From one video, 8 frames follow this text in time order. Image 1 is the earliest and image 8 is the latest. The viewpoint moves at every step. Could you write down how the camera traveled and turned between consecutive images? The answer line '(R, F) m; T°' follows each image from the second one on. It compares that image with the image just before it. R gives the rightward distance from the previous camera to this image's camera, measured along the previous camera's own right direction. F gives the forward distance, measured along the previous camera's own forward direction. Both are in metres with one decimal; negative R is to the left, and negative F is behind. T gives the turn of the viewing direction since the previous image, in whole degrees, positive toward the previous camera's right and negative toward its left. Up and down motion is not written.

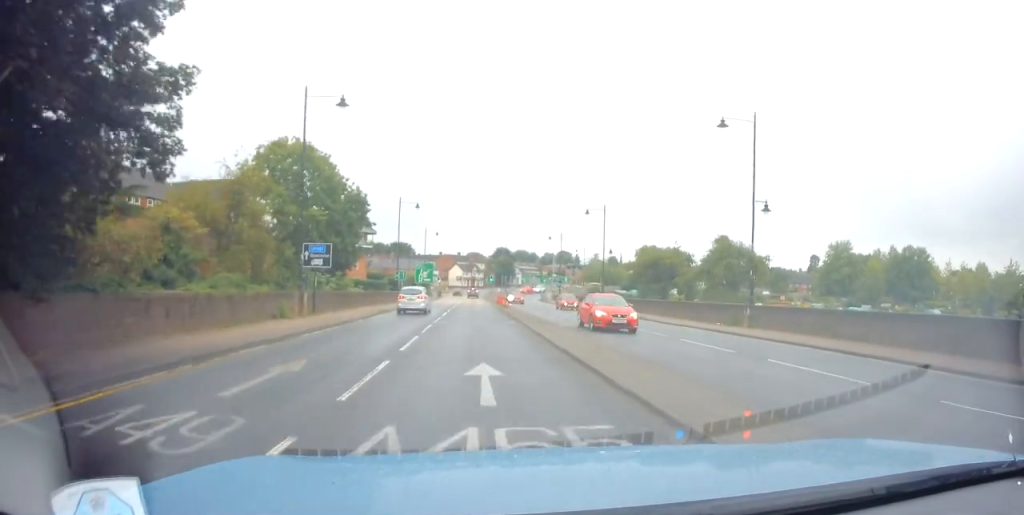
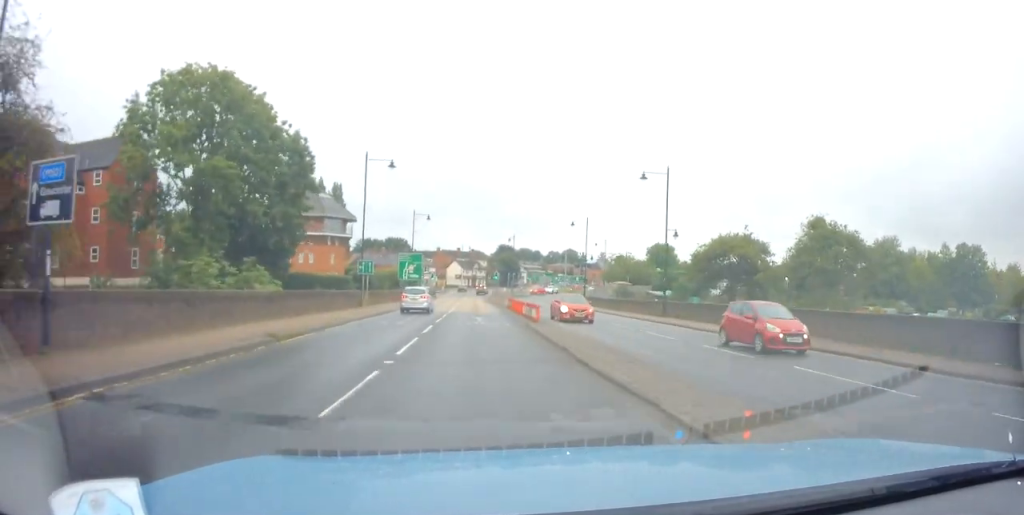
(-0.2, +19.3) m; -1°
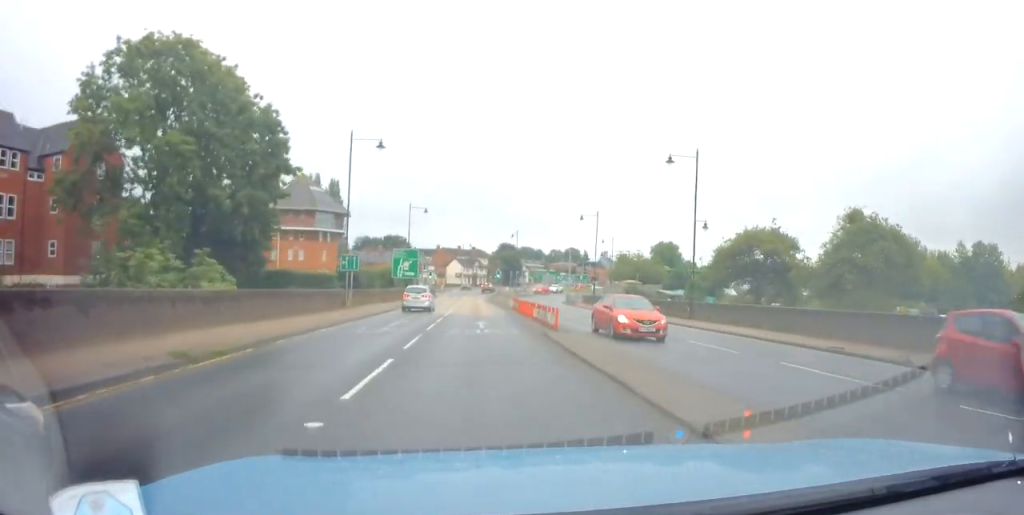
(-0.1, +5.2) m; 0°
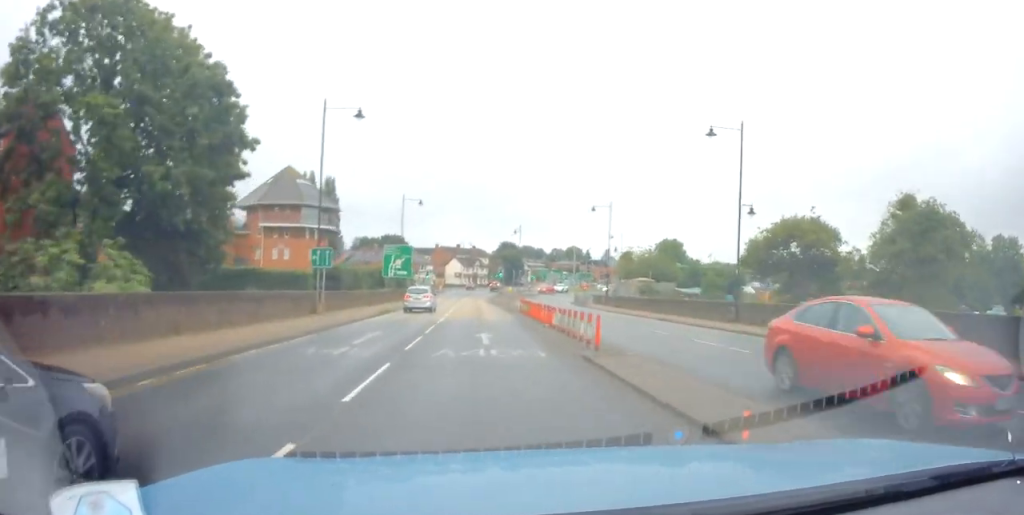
(+0.1, +6.2) m; 0°
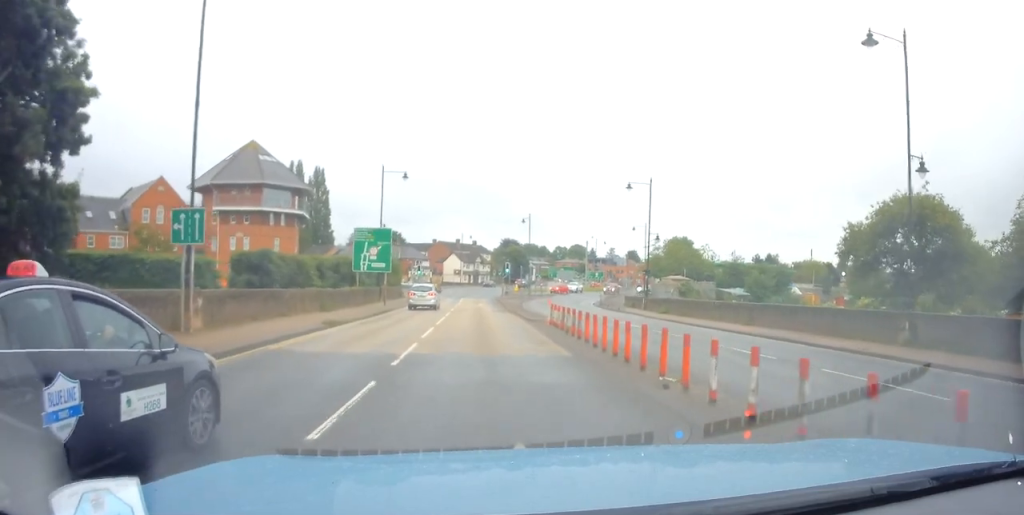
(+0.1, +13.2) m; +1°
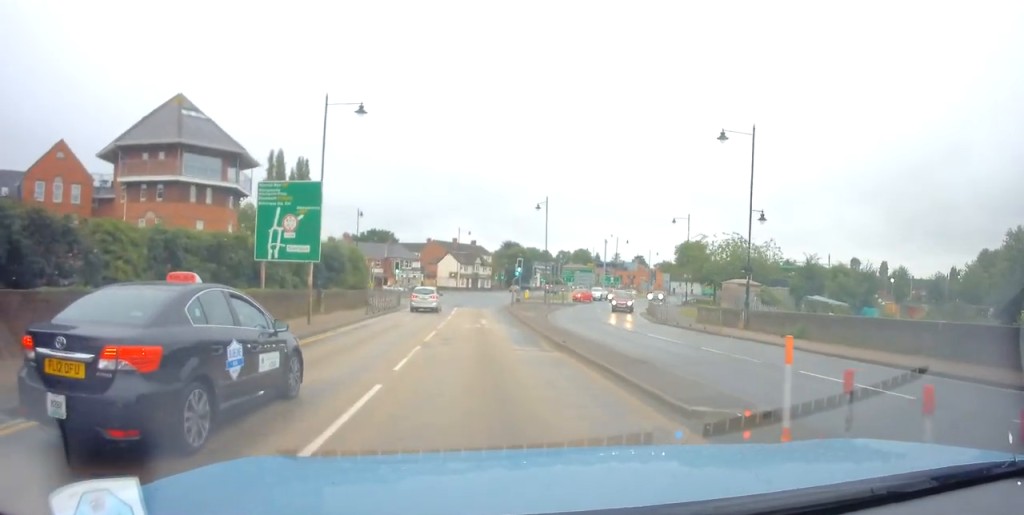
(+0.1, +17.7) m; -1°
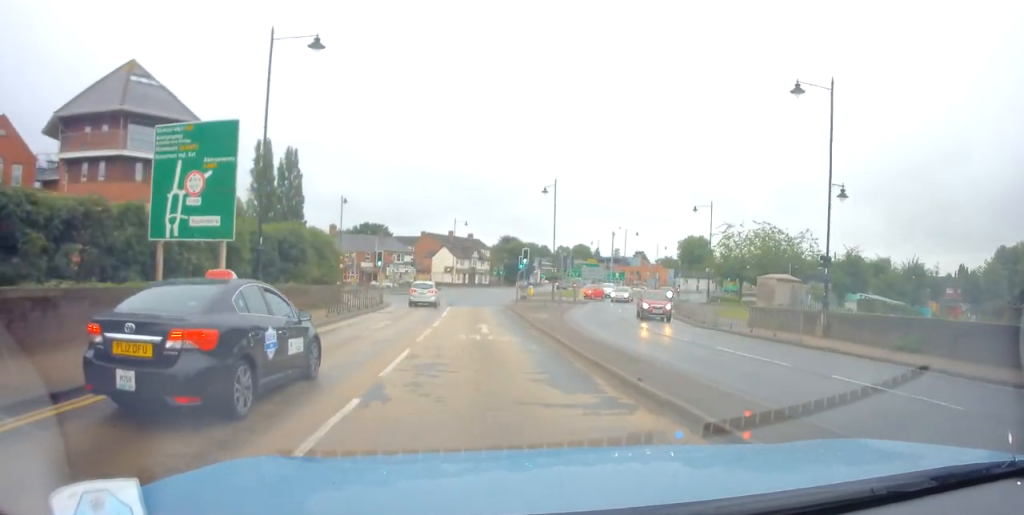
(-0.2, +7.5) m; 0°
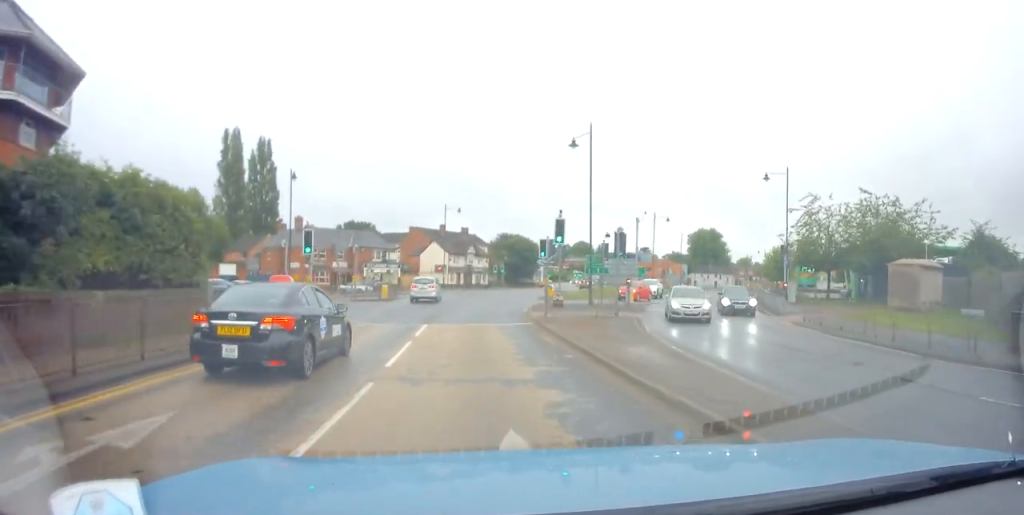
(+0.1, +16.9) m; +2°
